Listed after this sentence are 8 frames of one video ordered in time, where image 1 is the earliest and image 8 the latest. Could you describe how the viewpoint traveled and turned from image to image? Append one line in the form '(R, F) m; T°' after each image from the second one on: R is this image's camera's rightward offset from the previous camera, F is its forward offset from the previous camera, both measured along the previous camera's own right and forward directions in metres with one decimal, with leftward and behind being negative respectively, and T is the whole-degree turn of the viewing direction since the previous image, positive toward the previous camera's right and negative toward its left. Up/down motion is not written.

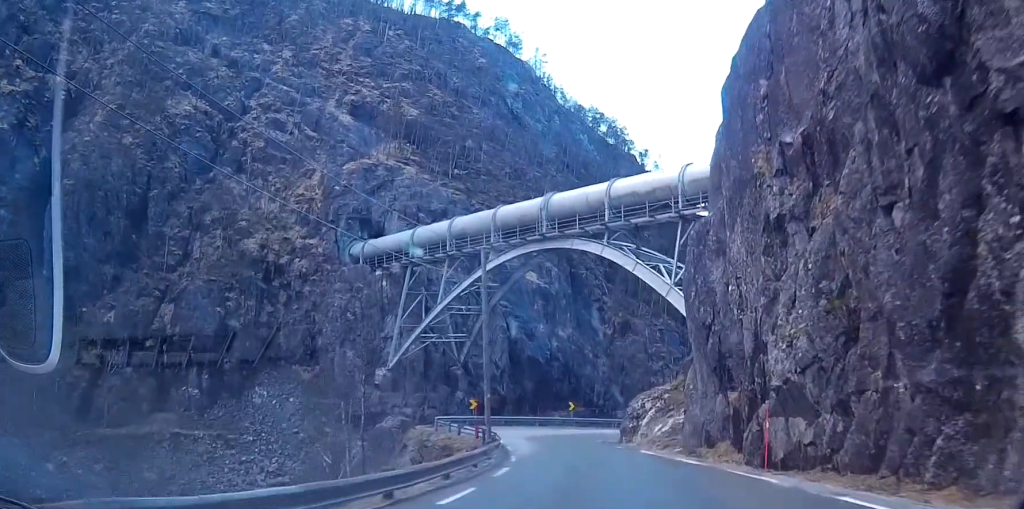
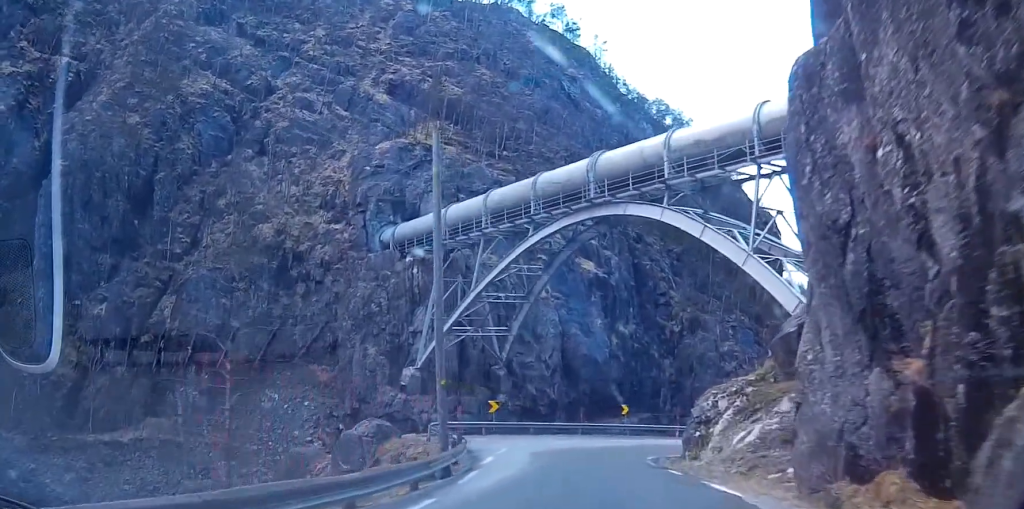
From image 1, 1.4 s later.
(-0.3, +14.9) m; -4°
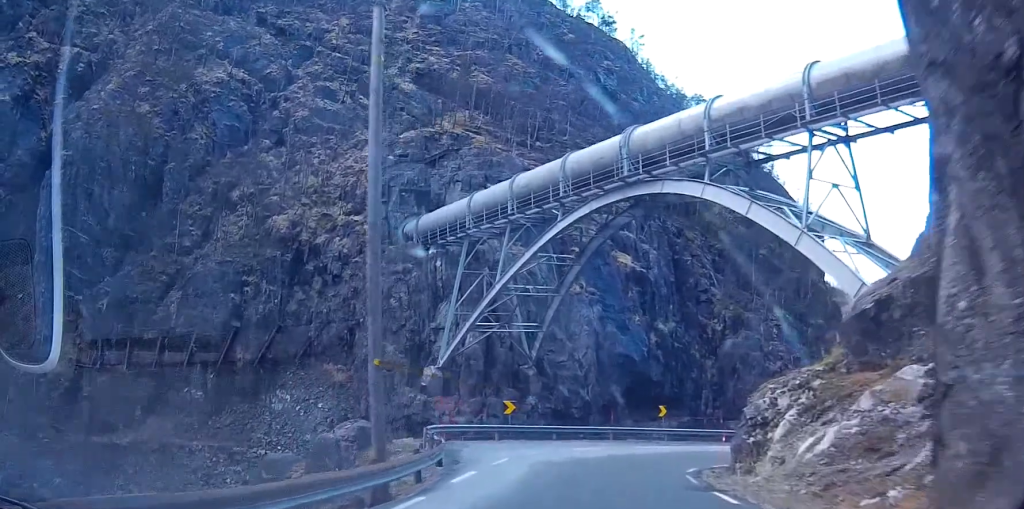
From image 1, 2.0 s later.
(-0.1, +6.7) m; -2°
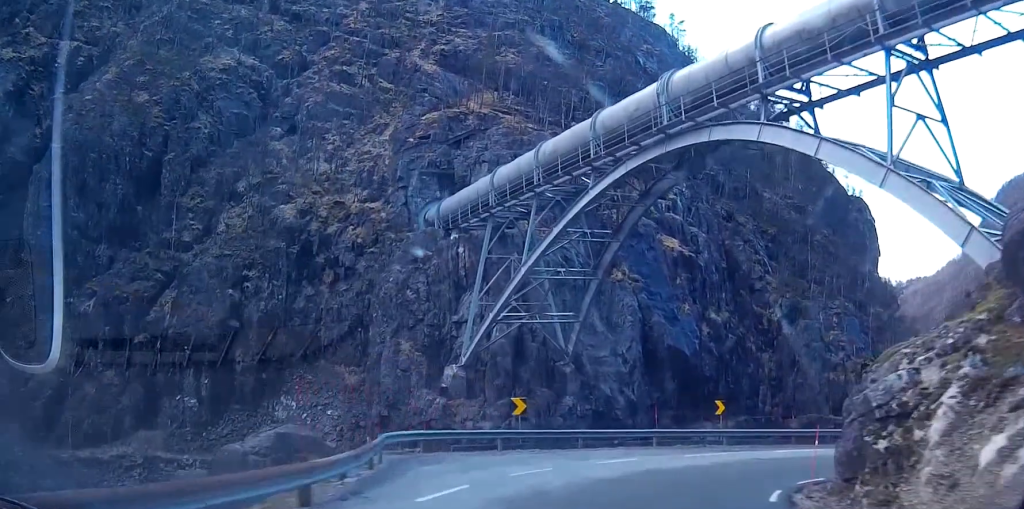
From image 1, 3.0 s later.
(-0.3, +10.0) m; +1°
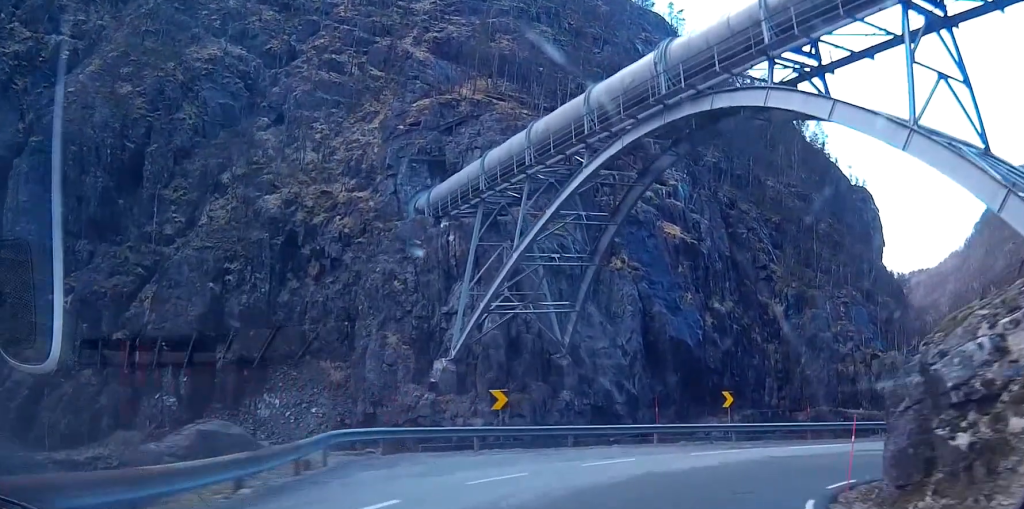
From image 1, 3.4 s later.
(+0.1, +3.7) m; +2°
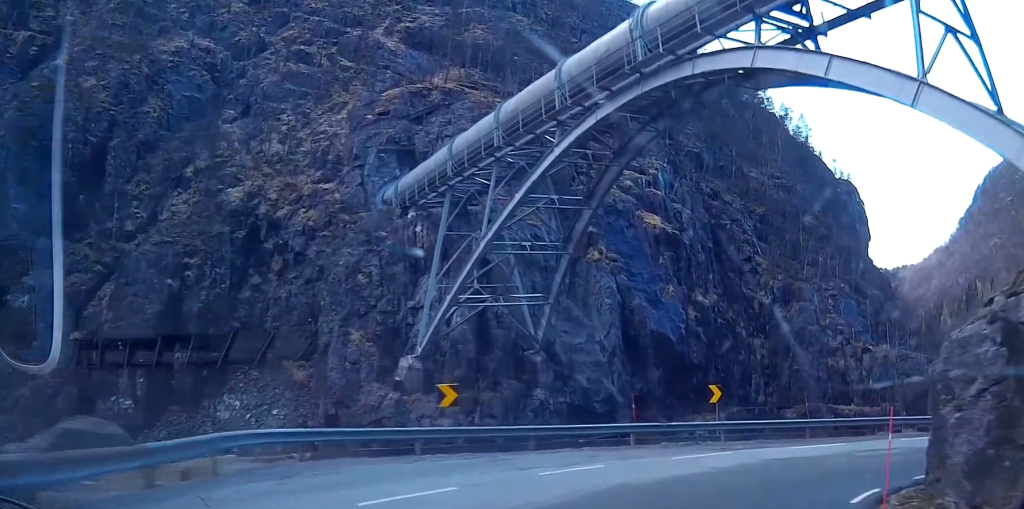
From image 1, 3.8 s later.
(0.0, +4.0) m; +3°
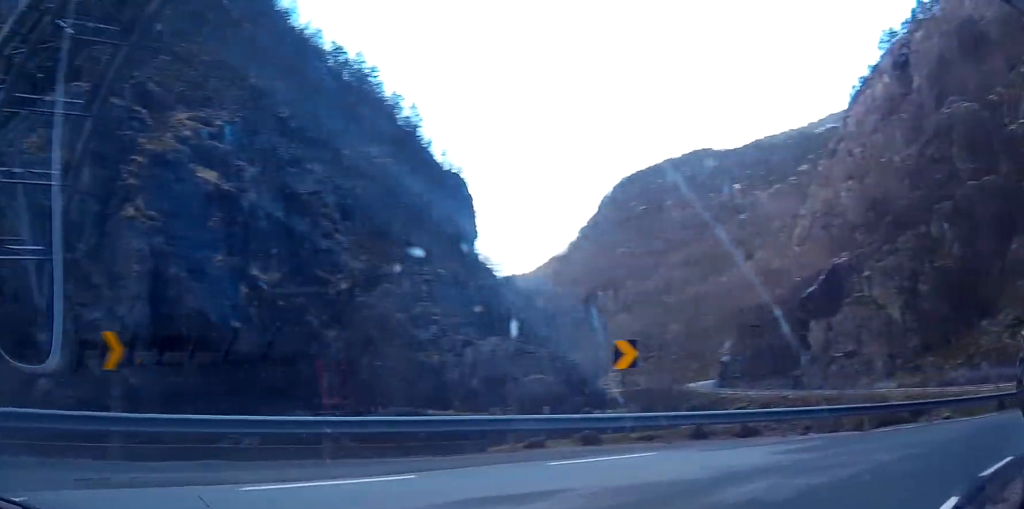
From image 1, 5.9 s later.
(+3.2, +17.5) m; +27°
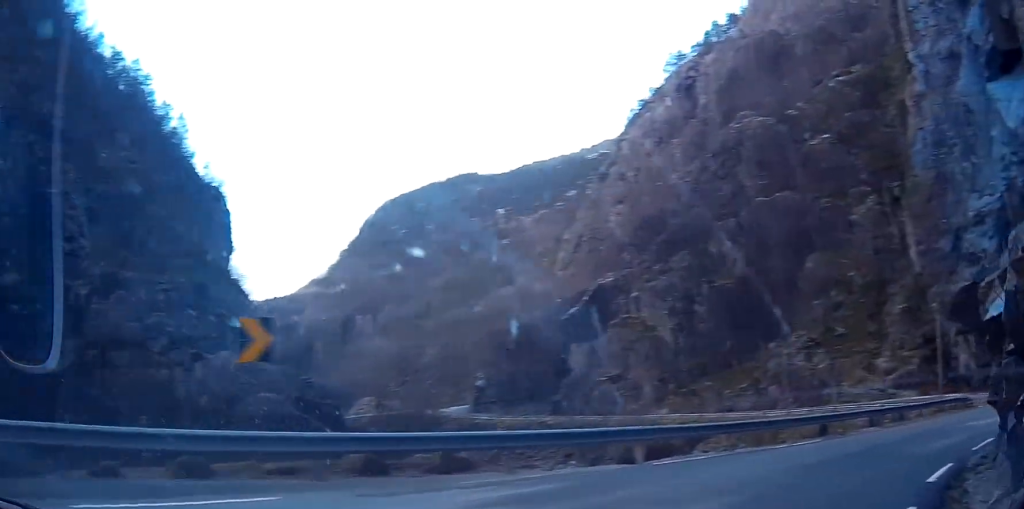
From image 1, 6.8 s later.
(+1.0, +6.8) m; +9°
